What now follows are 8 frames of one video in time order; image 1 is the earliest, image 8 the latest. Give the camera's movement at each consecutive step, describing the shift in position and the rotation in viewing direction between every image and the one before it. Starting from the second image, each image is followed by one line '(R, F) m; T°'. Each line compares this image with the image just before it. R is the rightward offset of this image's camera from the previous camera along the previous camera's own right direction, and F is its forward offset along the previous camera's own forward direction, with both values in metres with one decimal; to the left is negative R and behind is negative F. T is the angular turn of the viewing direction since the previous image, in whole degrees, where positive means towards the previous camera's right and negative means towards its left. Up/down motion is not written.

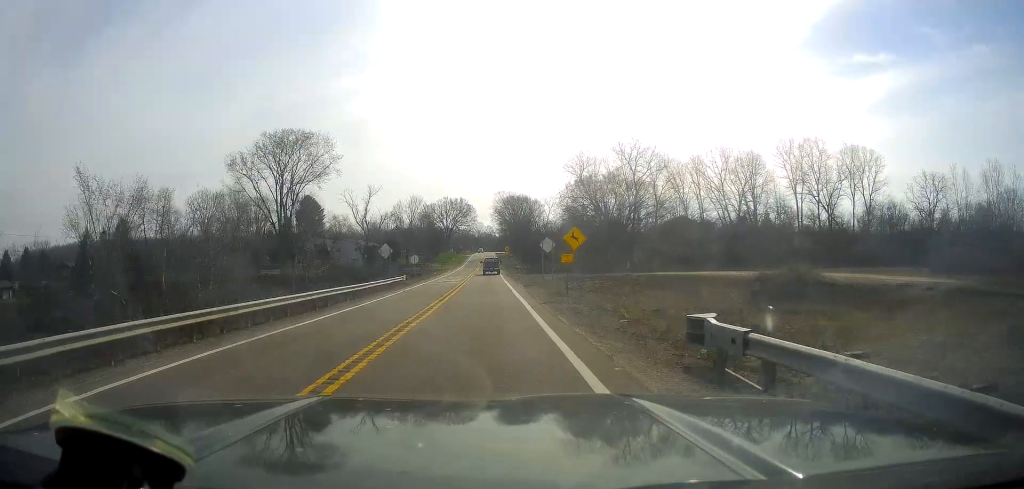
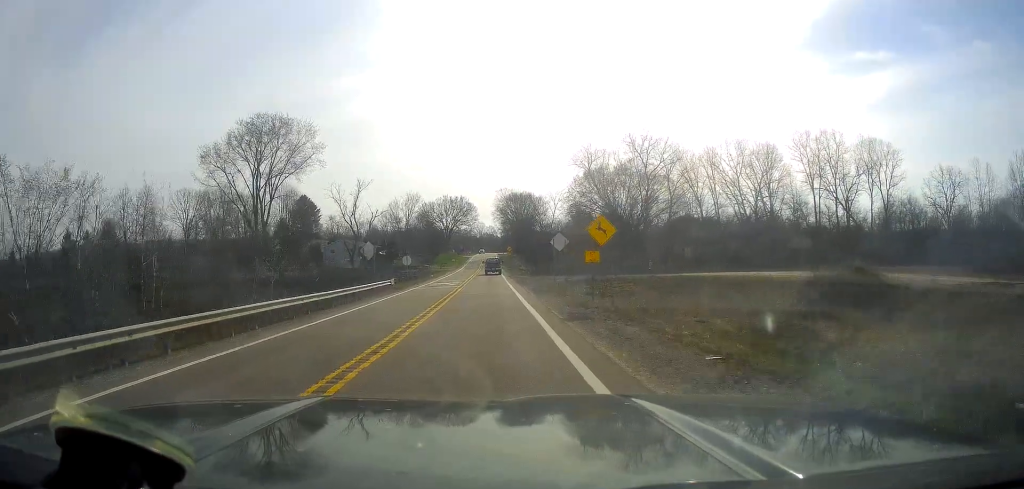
(0.0, +7.2) m; 0°
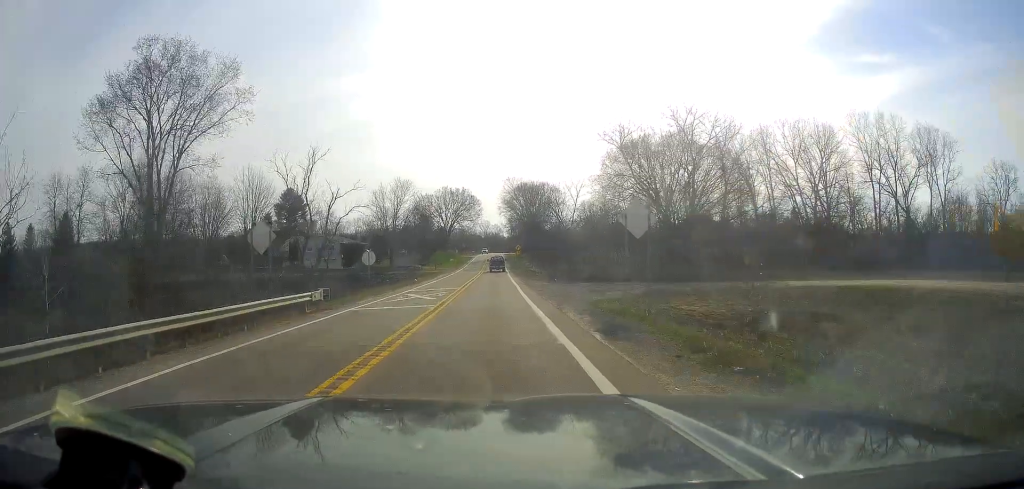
(+0.1, +20.5) m; +1°
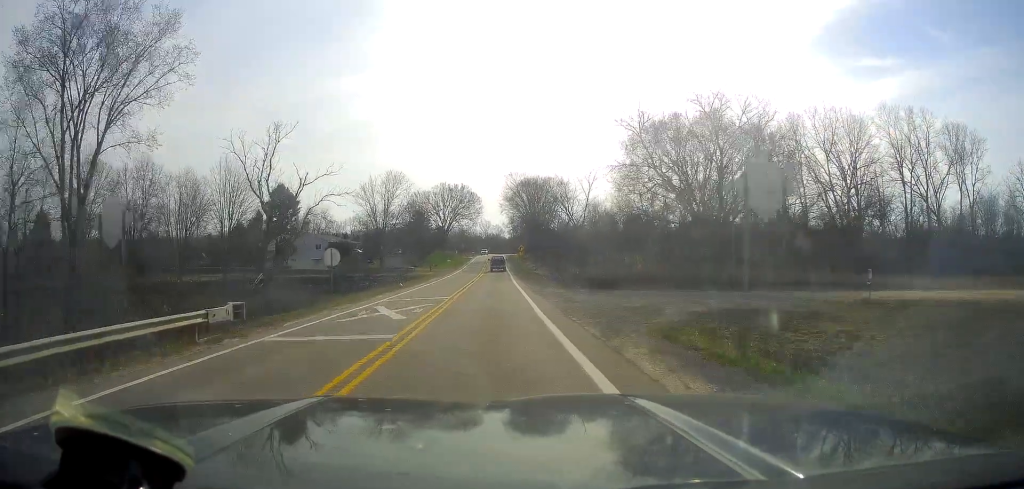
(-0.1, +9.5) m; +1°
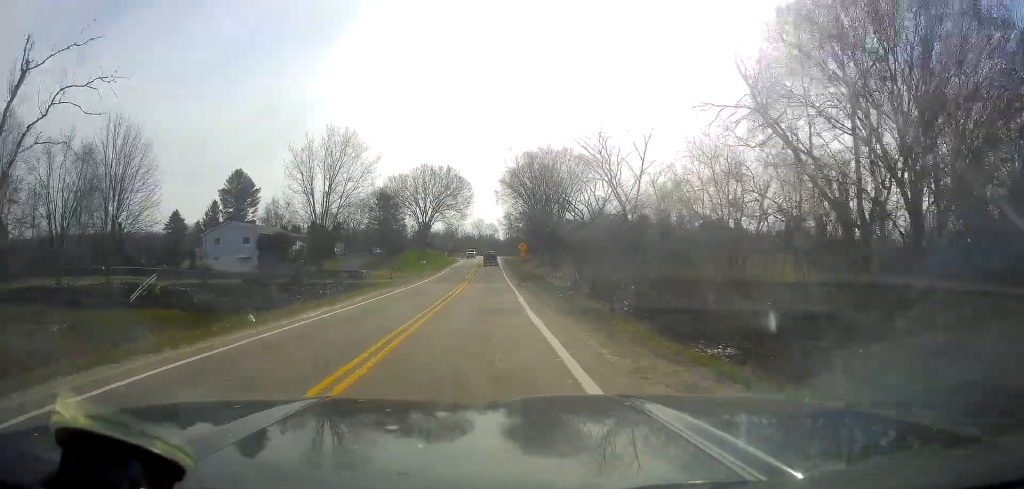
(+0.1, +28.8) m; -2°
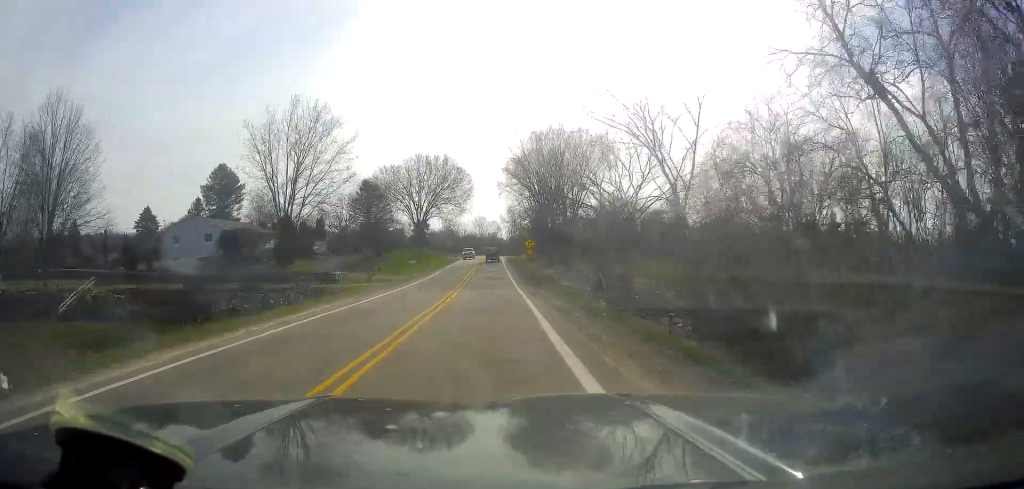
(-0.6, +11.2) m; -1°
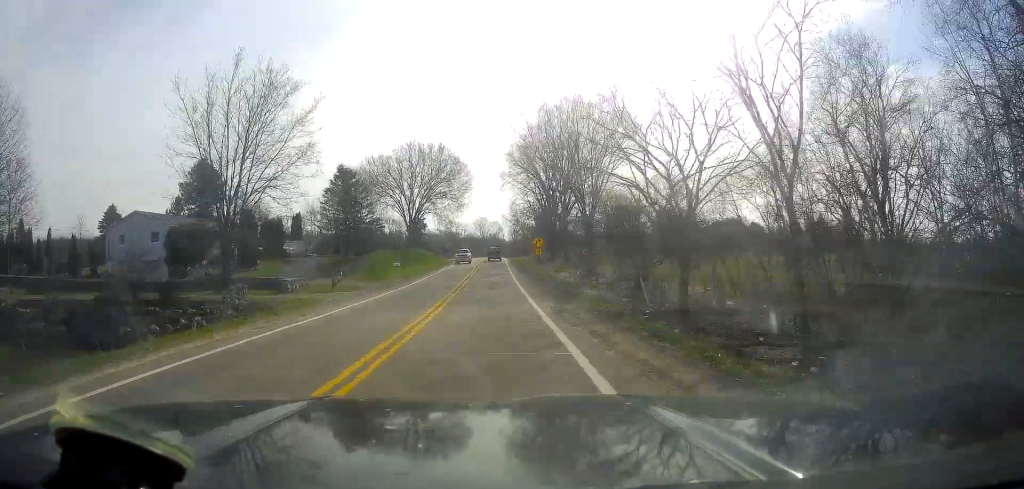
(+0.2, +11.4) m; +1°
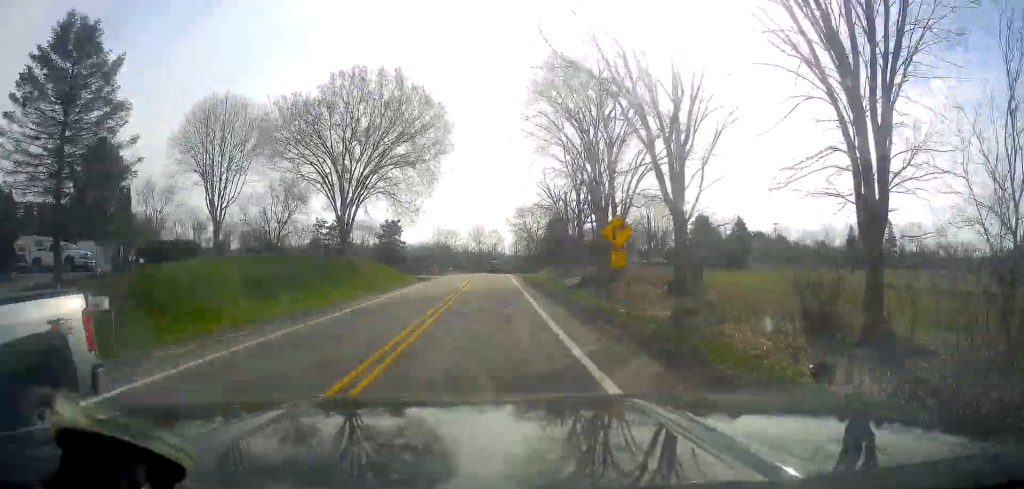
(+1.2, +39.7) m; +3°
